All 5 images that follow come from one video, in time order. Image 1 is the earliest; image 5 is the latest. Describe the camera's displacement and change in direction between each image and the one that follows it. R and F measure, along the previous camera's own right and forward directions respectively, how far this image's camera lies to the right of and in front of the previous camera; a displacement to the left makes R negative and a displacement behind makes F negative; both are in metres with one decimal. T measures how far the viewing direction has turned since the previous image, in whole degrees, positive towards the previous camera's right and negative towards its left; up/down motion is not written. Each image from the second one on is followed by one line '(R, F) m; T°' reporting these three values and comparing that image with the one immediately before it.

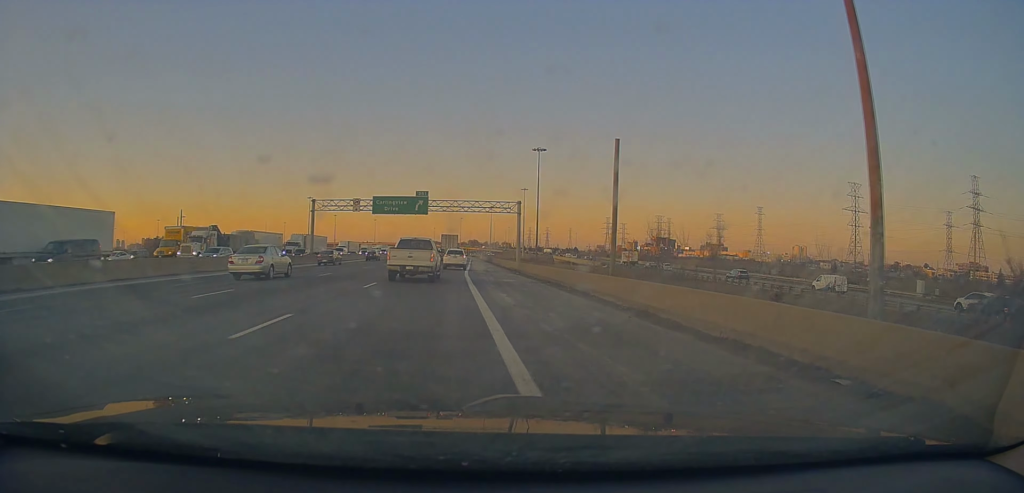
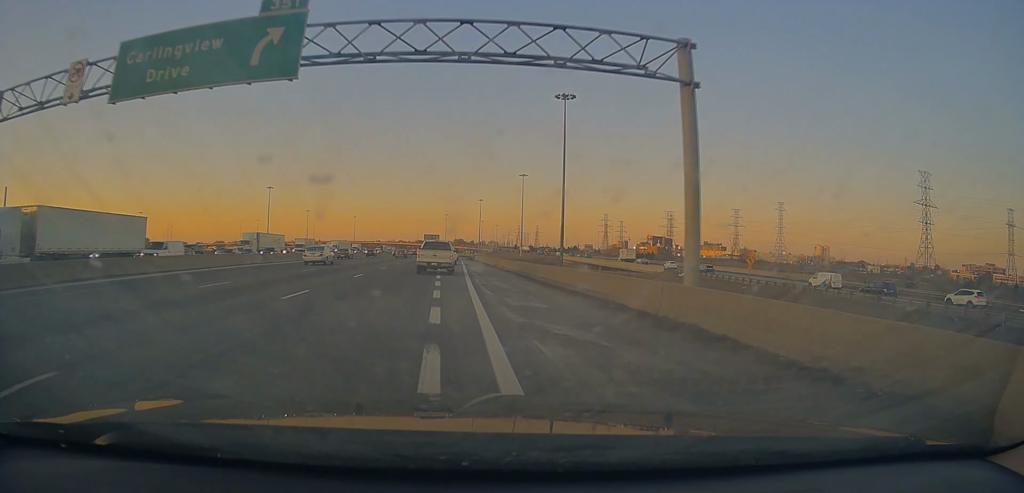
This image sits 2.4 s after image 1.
(+0.7, +51.9) m; +2°
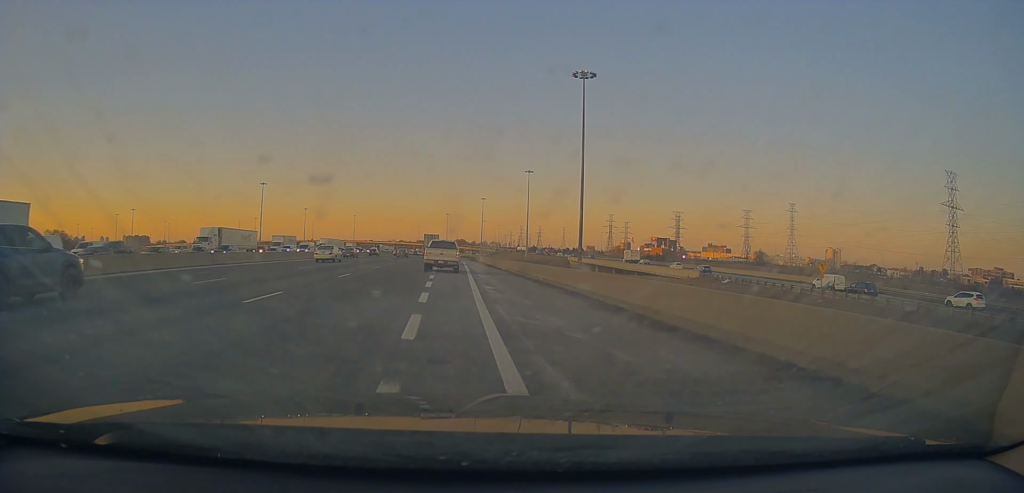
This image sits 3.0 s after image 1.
(+0.2, +13.1) m; 0°
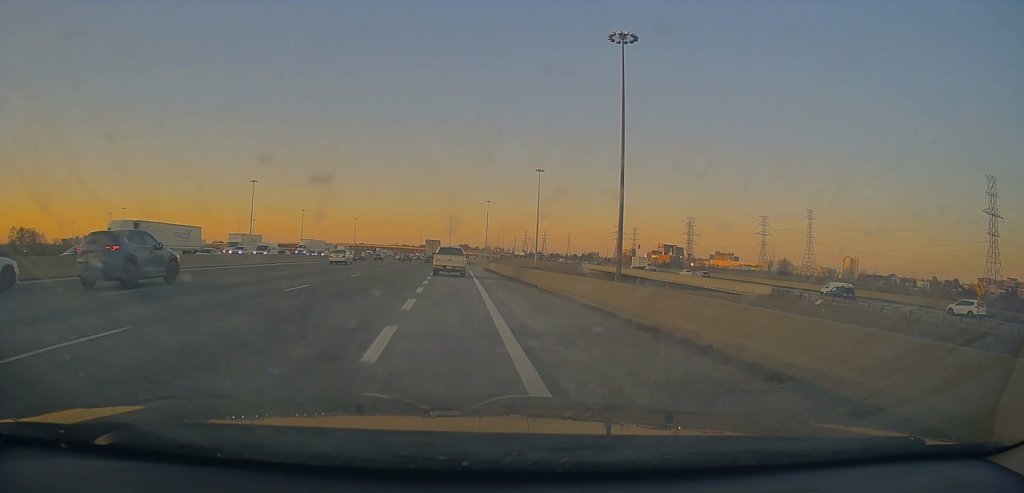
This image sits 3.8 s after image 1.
(-0.2, +18.4) m; -2°
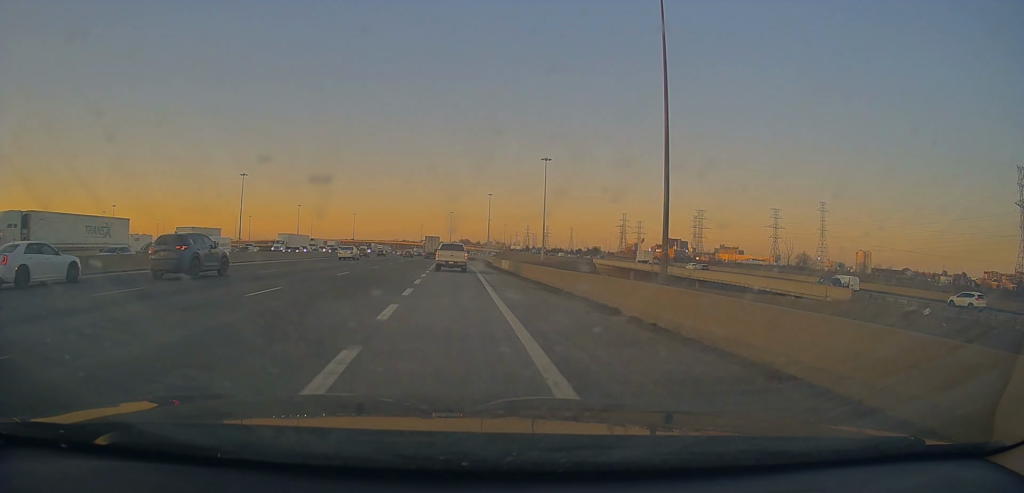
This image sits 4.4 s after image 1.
(-0.2, +14.1) m; -1°
